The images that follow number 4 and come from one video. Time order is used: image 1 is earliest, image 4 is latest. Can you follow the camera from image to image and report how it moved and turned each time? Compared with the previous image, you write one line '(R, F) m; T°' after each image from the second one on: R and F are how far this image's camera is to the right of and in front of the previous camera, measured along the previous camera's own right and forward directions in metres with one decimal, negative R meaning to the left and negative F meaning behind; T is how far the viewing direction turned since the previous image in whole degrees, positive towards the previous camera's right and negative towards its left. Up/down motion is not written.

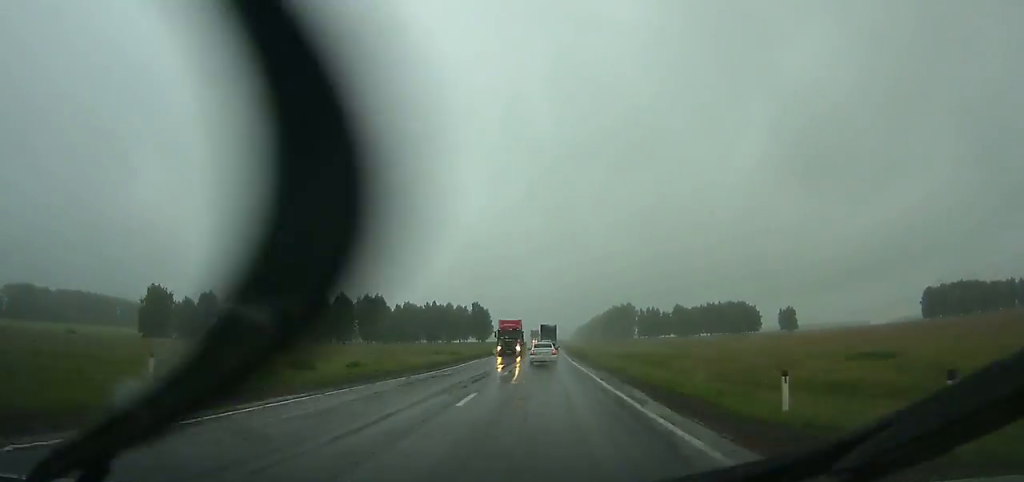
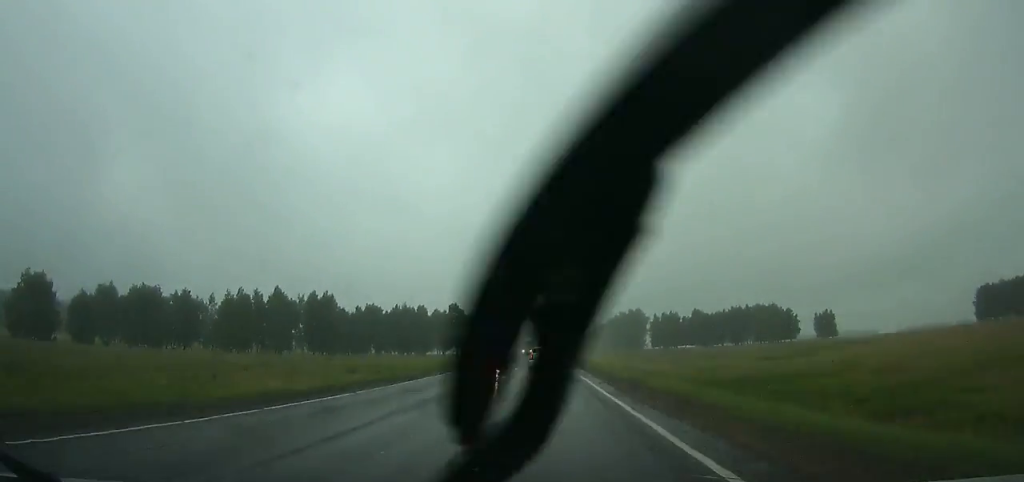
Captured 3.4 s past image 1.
(+0.1, +58.8) m; 0°
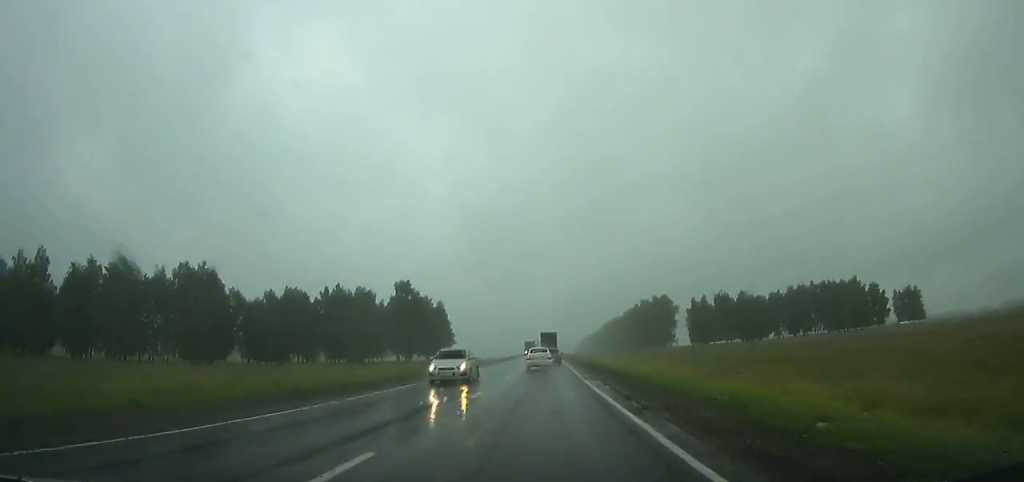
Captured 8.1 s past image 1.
(-0.2, +80.1) m; 0°
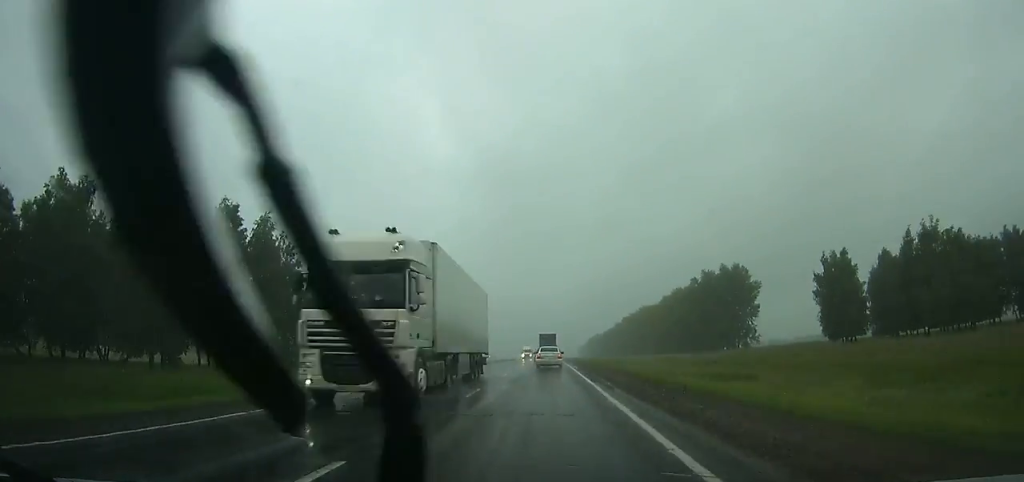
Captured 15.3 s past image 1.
(-0.2, +121.1) m; 0°
